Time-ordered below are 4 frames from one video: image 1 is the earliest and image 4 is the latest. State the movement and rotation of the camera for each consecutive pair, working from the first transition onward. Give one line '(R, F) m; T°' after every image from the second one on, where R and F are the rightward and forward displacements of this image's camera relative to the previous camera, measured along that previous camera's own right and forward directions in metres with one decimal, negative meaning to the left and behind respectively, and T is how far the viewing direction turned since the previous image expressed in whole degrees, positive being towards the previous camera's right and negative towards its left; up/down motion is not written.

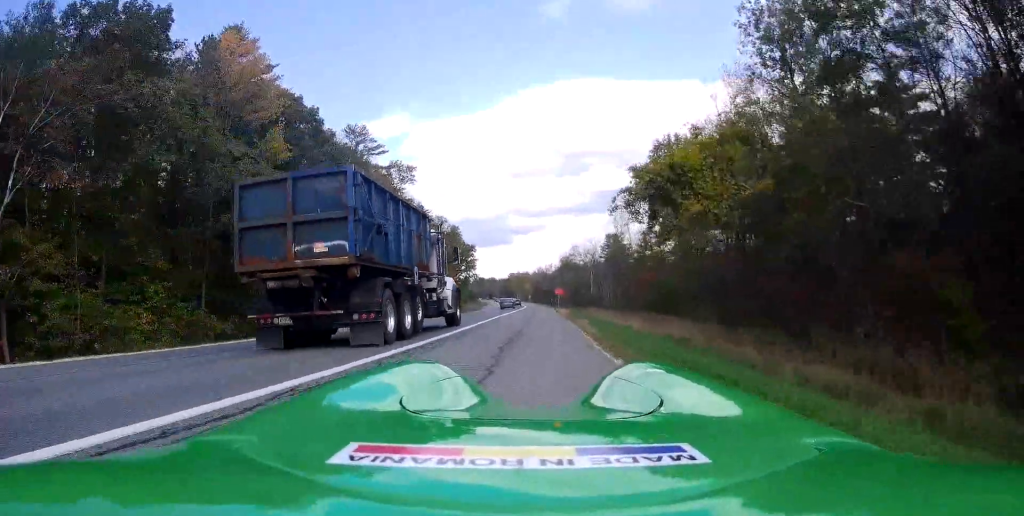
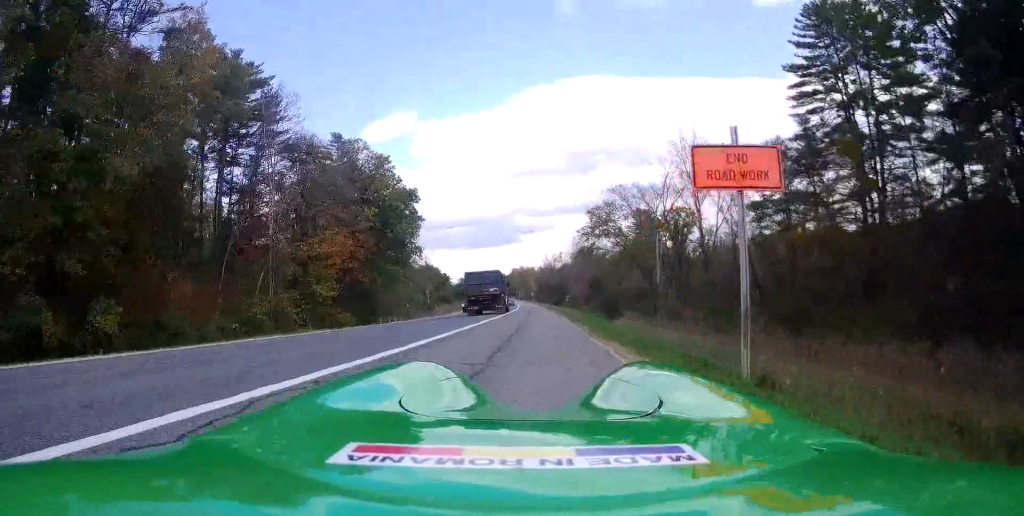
(+0.1, +58.0) m; -1°
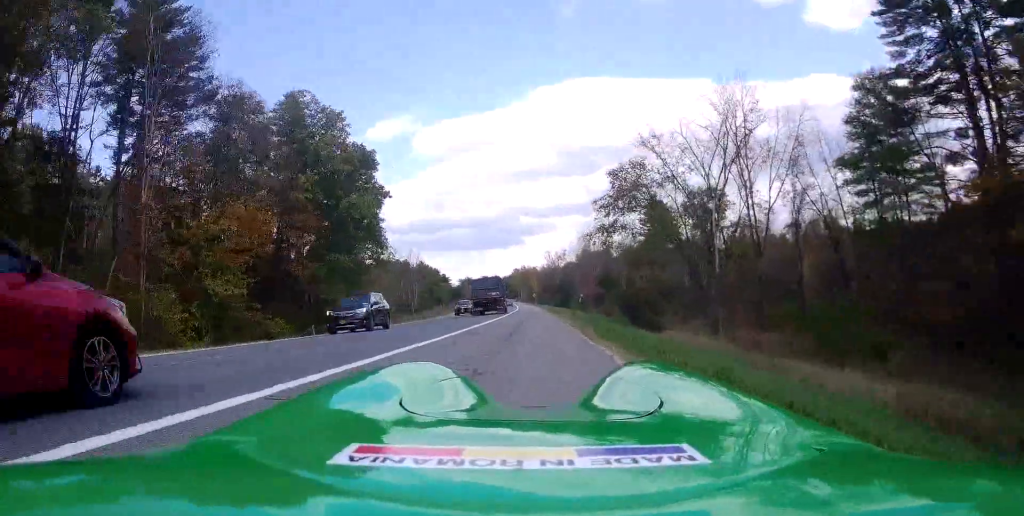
(0.0, +16.1) m; 0°
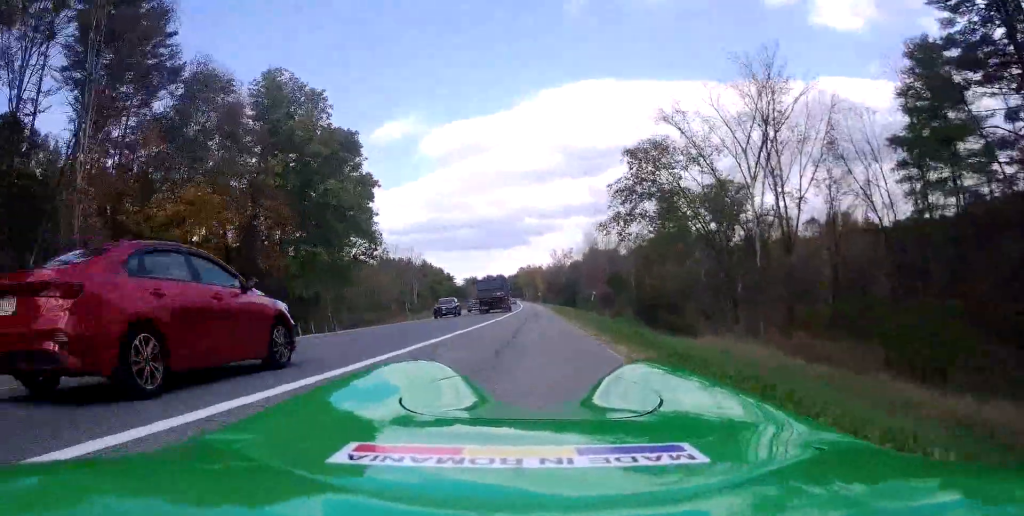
(0.0, +6.1) m; 0°
